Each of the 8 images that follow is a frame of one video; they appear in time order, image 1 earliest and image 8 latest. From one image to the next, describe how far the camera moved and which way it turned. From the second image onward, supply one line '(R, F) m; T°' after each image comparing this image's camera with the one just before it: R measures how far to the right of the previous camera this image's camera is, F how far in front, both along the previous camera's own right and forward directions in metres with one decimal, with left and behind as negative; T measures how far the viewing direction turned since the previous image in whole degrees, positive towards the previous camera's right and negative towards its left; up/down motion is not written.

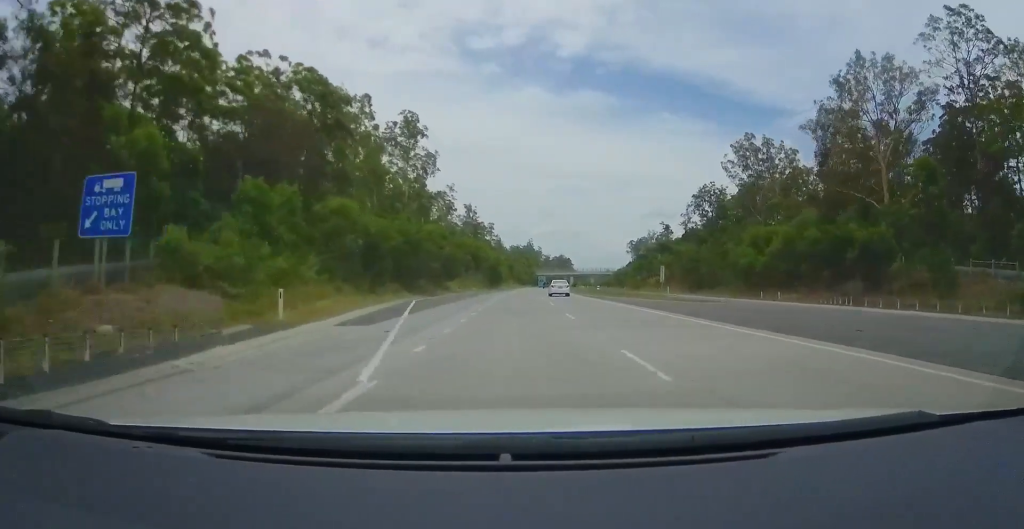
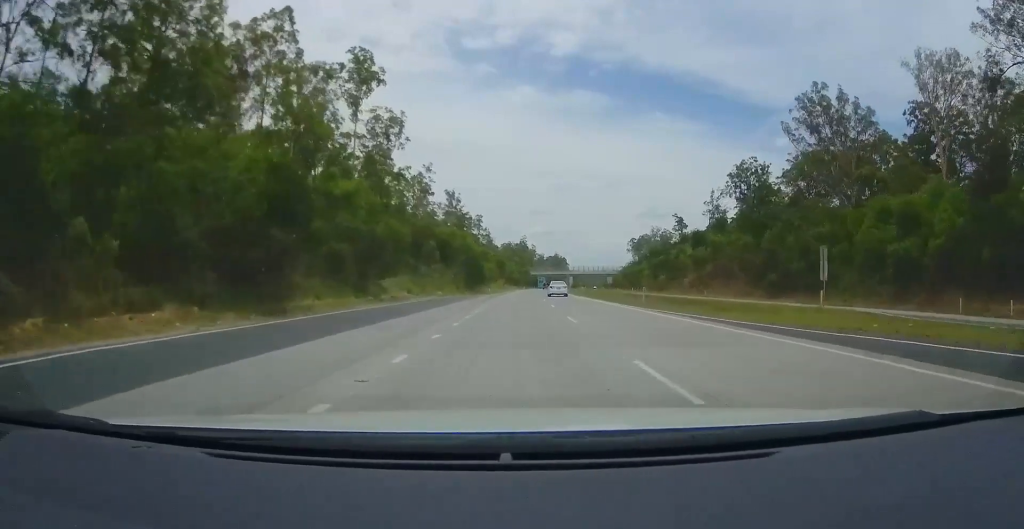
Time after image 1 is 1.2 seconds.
(+0.2, +36.4) m; +1°
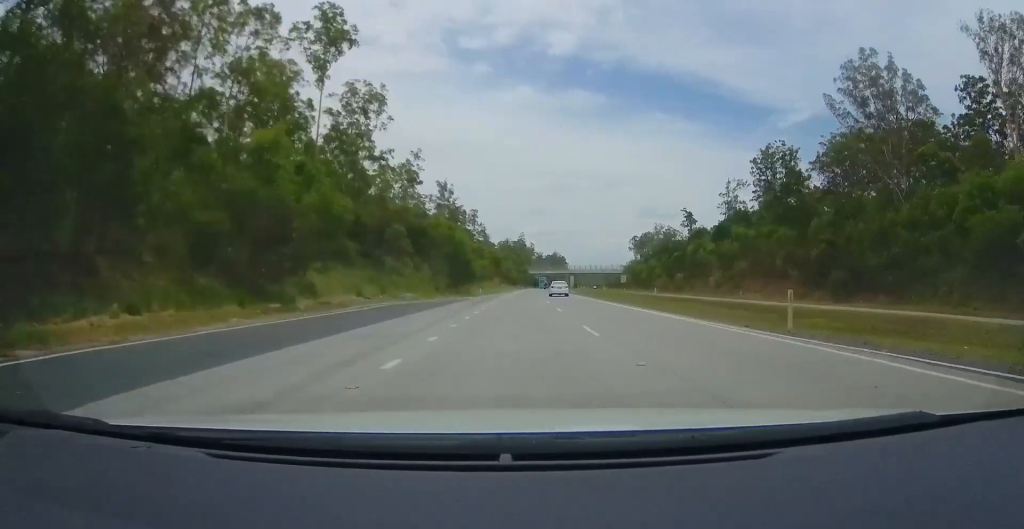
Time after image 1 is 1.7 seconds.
(+0.1, +15.8) m; 0°
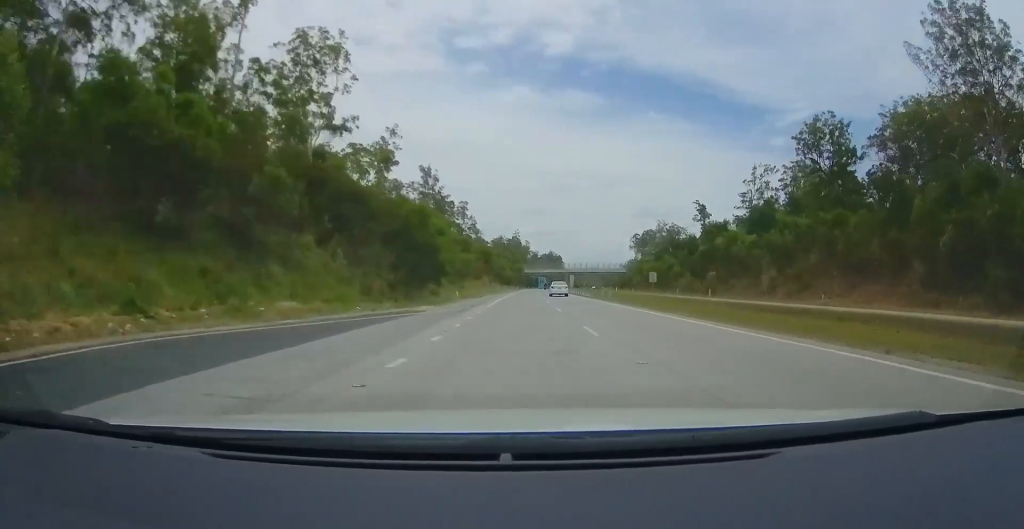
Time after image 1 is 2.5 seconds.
(+0.2, +23.2) m; +1°
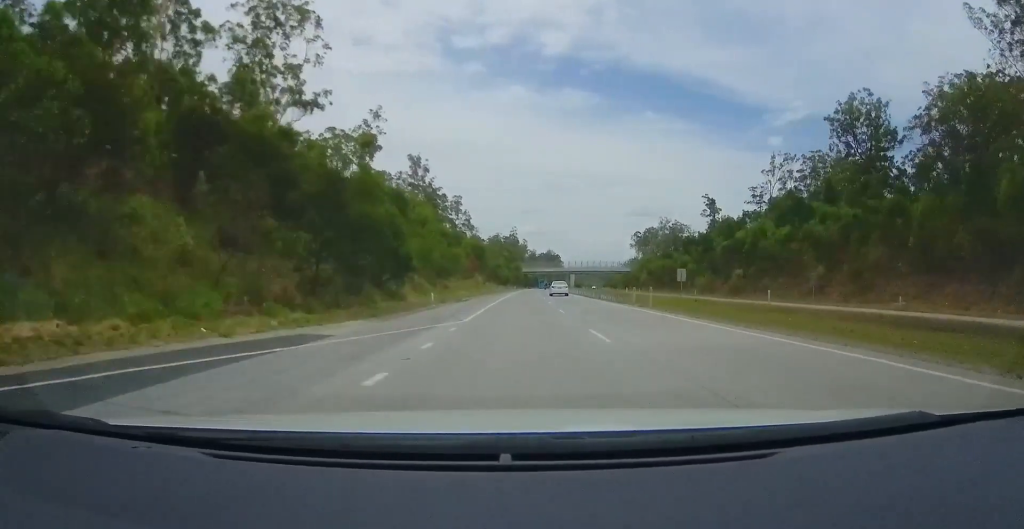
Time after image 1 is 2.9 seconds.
(0.0, +13.5) m; 0°
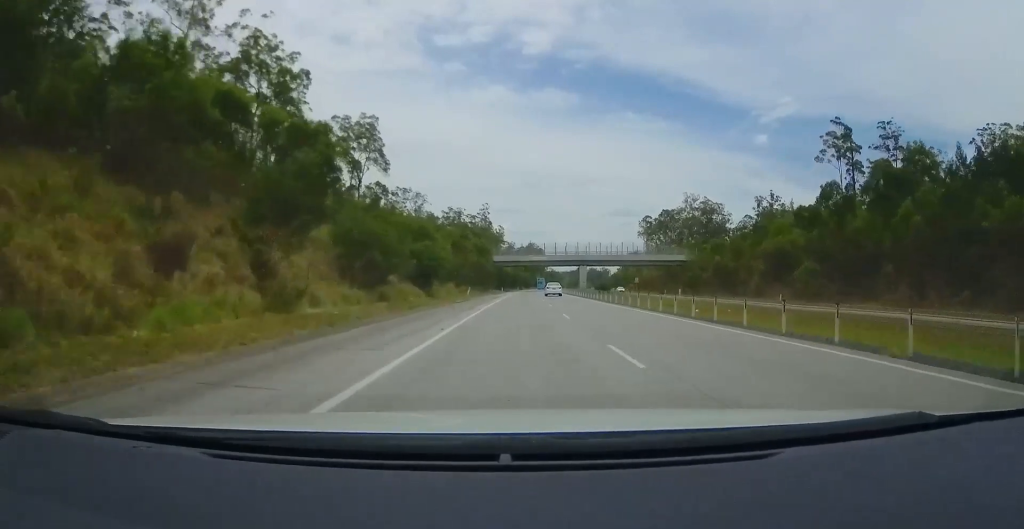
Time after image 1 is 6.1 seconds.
(+2.4, +98.3) m; +3°
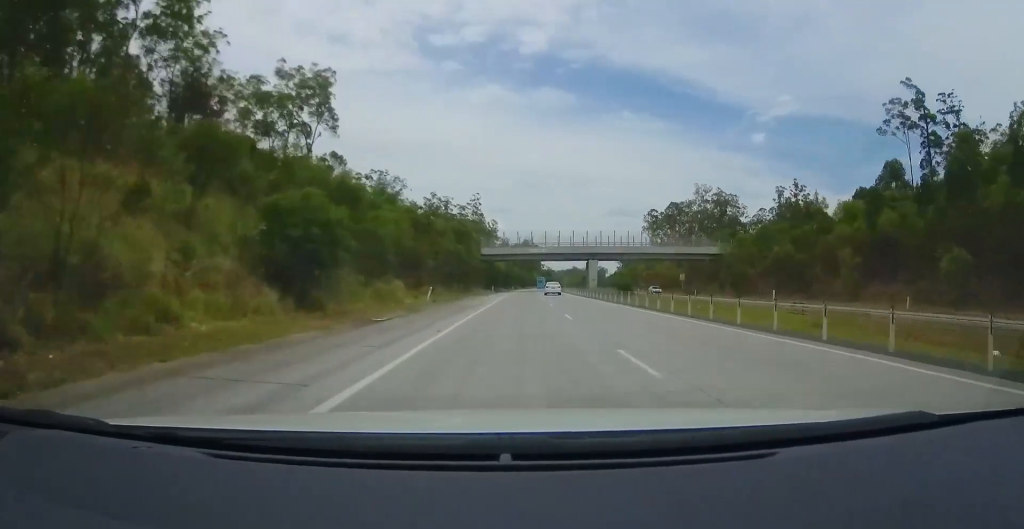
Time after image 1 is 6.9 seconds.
(+0.1, +24.7) m; 0°
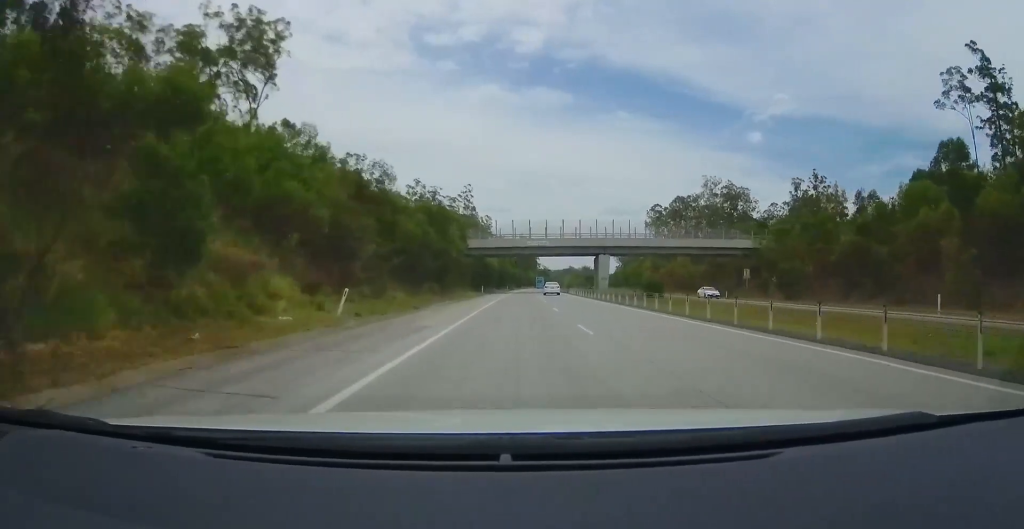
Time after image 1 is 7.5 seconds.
(0.0, +17.3) m; 0°
